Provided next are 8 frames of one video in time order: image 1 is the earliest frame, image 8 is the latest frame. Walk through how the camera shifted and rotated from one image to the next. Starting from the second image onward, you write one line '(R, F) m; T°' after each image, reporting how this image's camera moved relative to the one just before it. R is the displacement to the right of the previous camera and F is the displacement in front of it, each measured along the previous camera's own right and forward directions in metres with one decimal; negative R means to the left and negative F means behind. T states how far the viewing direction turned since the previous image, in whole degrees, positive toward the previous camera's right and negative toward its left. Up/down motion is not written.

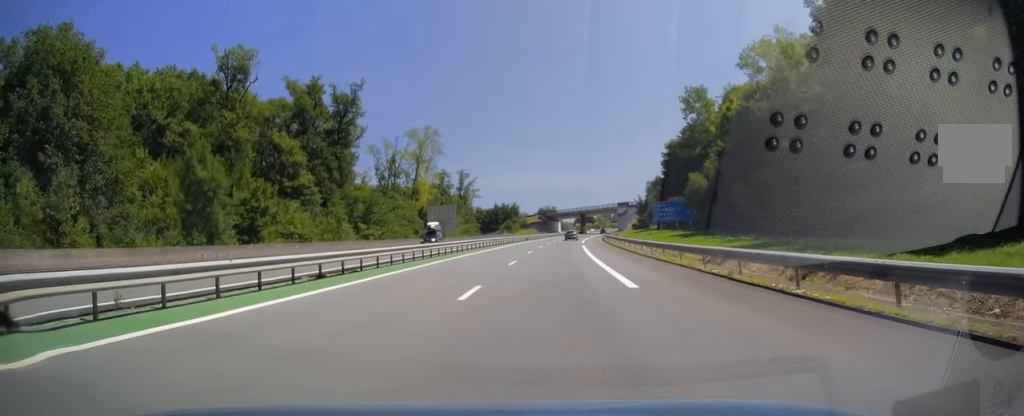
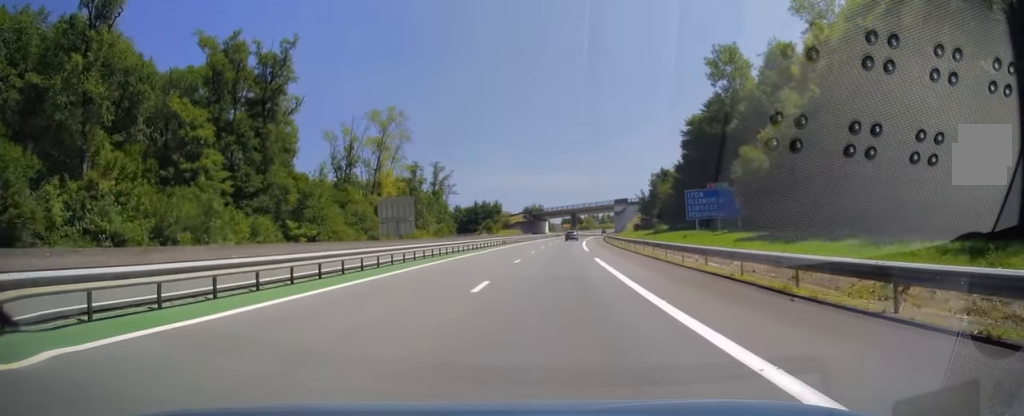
(+0.2, +24.0) m; +2°
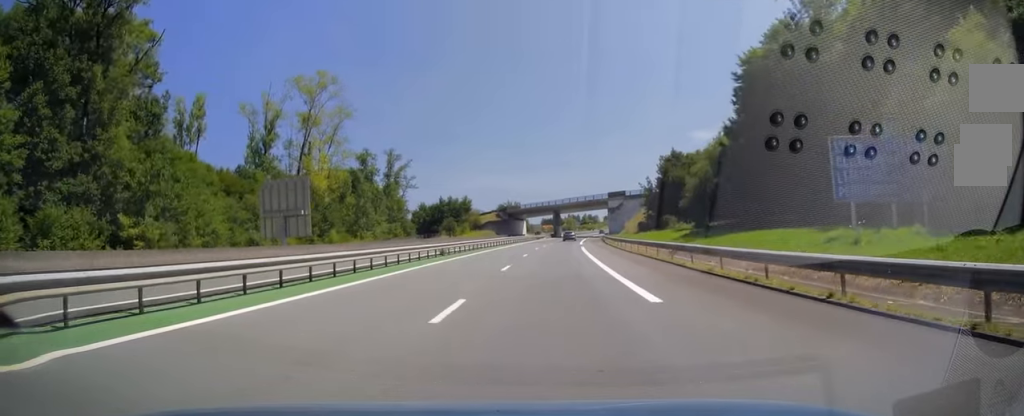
(+0.7, +30.3) m; +2°
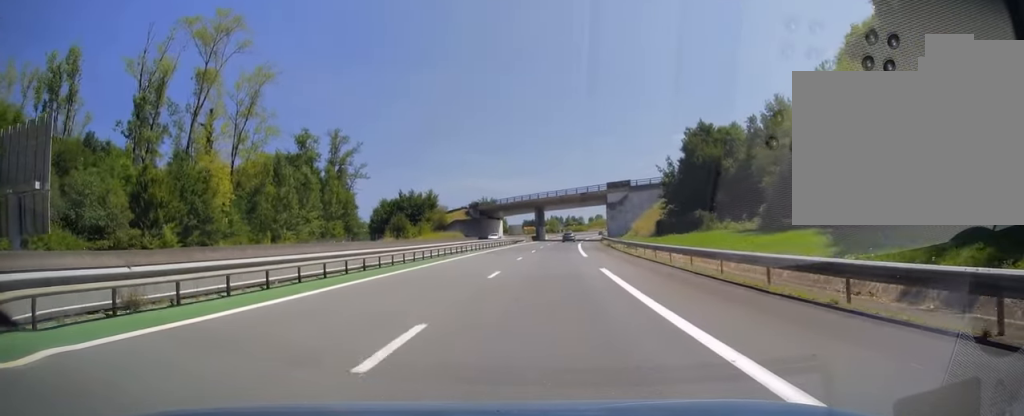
(+0.4, +28.3) m; +1°
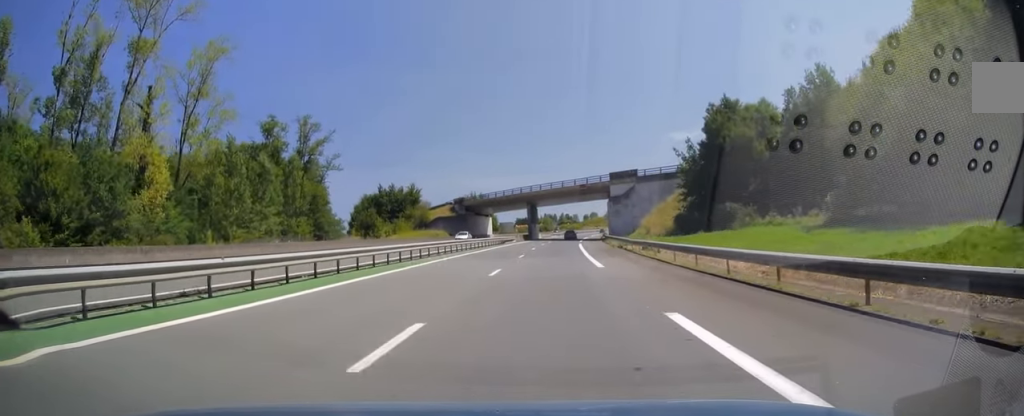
(-0.1, +12.8) m; 0°
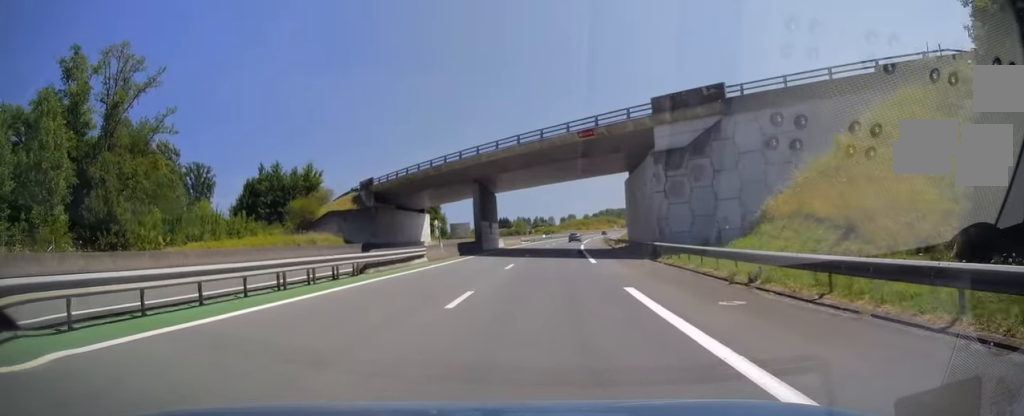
(+1.3, +46.7) m; +2°
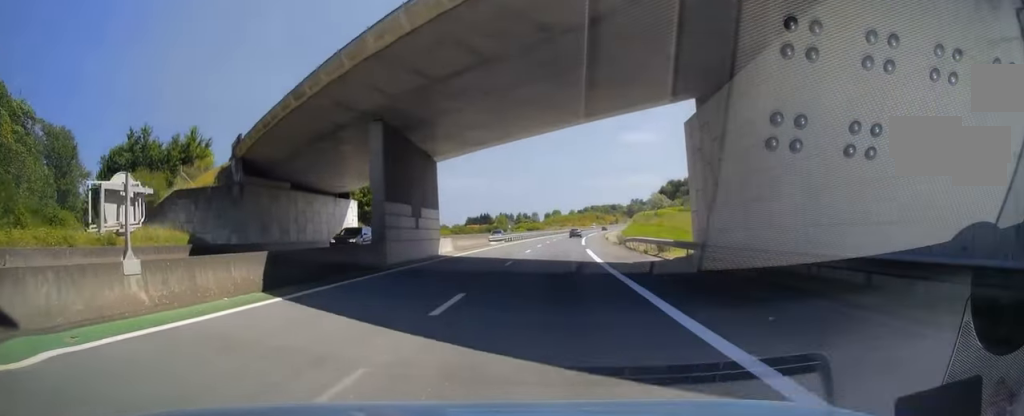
(+0.2, +27.5) m; +1°
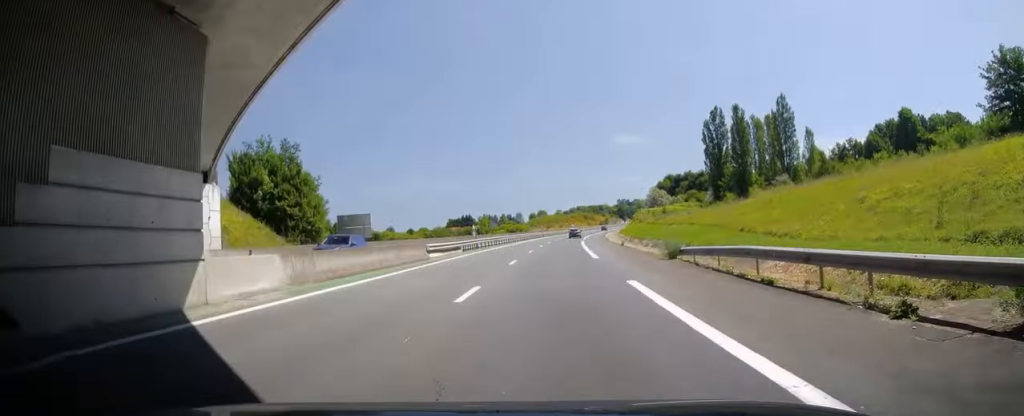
(+0.1, +23.9) m; +1°
